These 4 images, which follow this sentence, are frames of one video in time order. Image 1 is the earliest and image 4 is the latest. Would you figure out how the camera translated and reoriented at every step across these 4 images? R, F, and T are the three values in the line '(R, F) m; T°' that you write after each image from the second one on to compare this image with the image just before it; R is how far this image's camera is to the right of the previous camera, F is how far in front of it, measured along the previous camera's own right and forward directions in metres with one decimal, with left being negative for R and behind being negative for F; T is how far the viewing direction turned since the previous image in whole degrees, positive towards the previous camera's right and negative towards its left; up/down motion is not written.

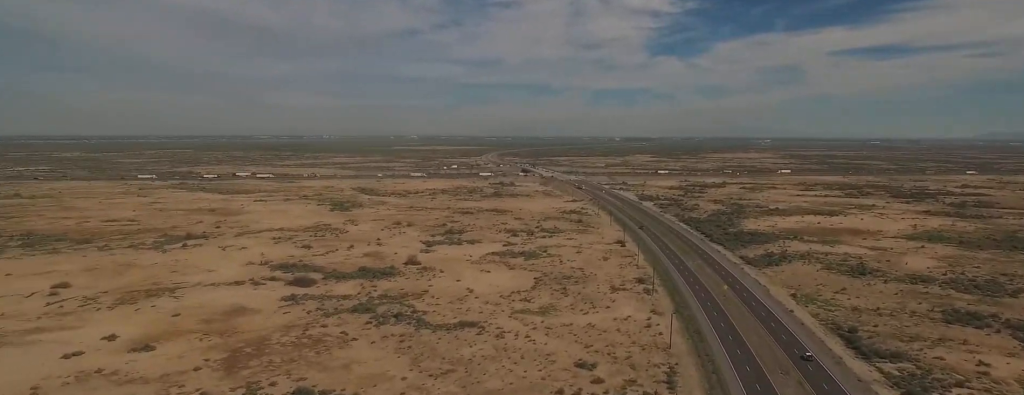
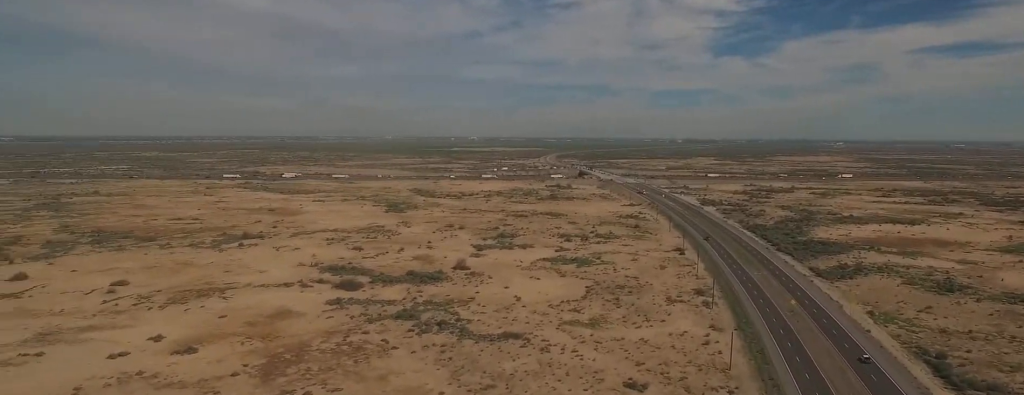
(-0.8, +5.6) m; -14°
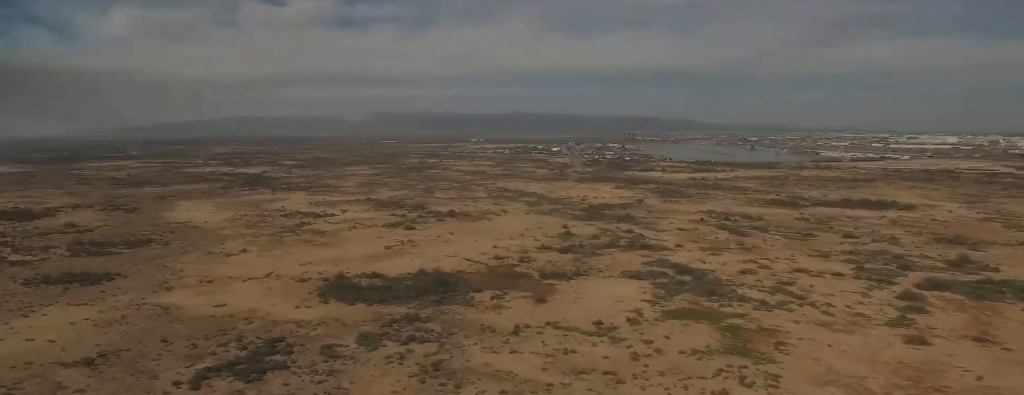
(-2.2, +13.7) m; -13°
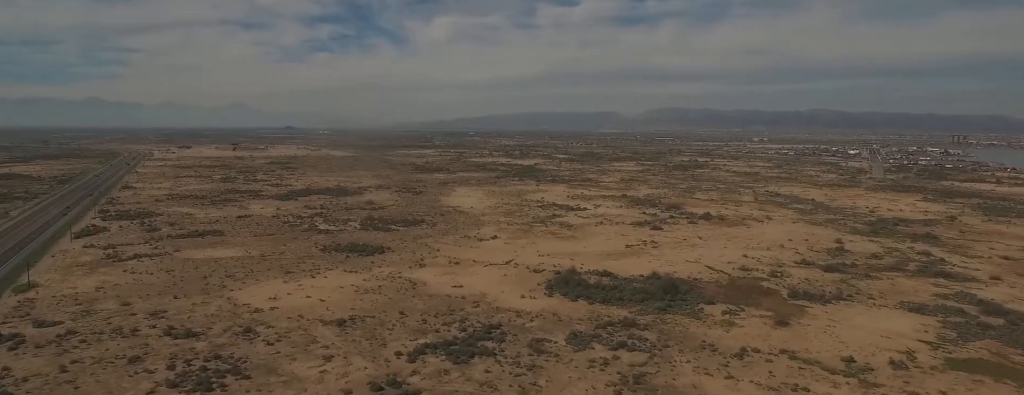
(-1.7, +25.5) m; -6°
